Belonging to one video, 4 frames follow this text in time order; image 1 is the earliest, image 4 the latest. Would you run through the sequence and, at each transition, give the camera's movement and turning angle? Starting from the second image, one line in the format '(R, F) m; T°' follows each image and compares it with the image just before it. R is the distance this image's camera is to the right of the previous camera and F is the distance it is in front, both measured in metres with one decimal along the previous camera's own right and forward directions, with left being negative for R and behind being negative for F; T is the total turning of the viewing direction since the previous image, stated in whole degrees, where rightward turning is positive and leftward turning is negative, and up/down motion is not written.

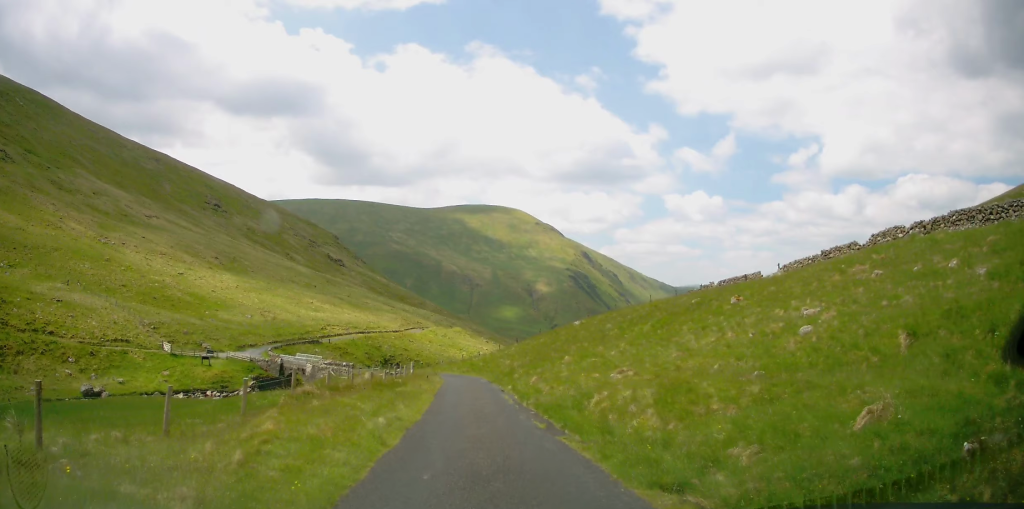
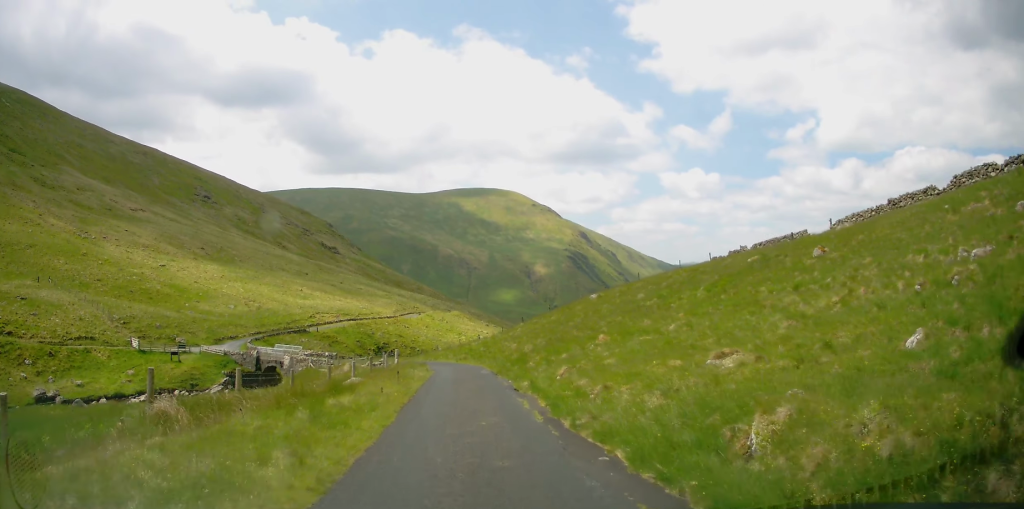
(+0.3, +8.7) m; +2°
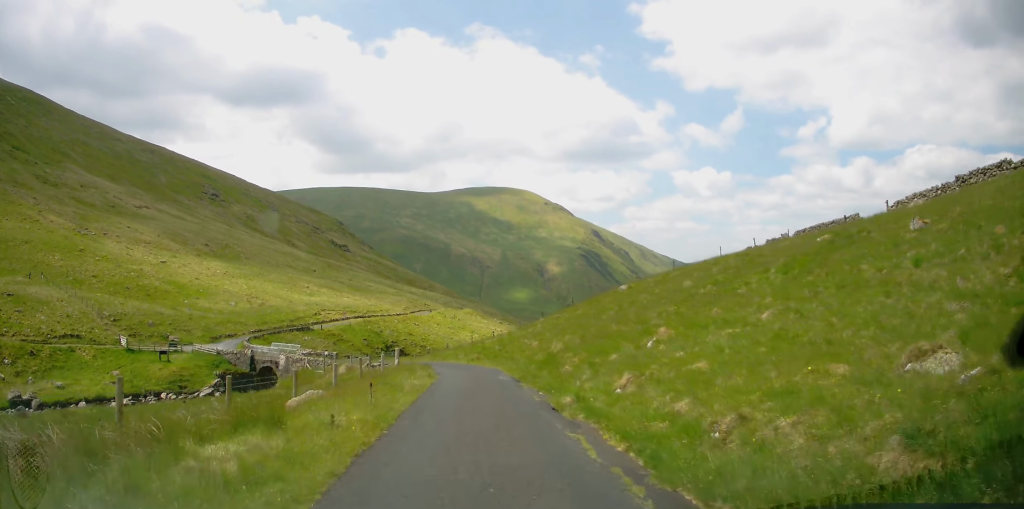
(0.0, +5.5) m; 0°
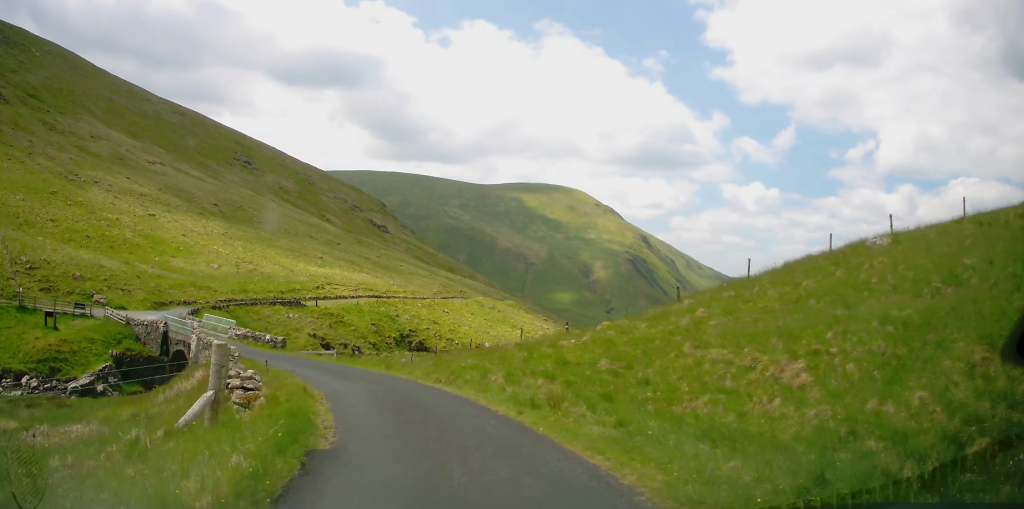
(-1.2, +24.3) m; -8°
